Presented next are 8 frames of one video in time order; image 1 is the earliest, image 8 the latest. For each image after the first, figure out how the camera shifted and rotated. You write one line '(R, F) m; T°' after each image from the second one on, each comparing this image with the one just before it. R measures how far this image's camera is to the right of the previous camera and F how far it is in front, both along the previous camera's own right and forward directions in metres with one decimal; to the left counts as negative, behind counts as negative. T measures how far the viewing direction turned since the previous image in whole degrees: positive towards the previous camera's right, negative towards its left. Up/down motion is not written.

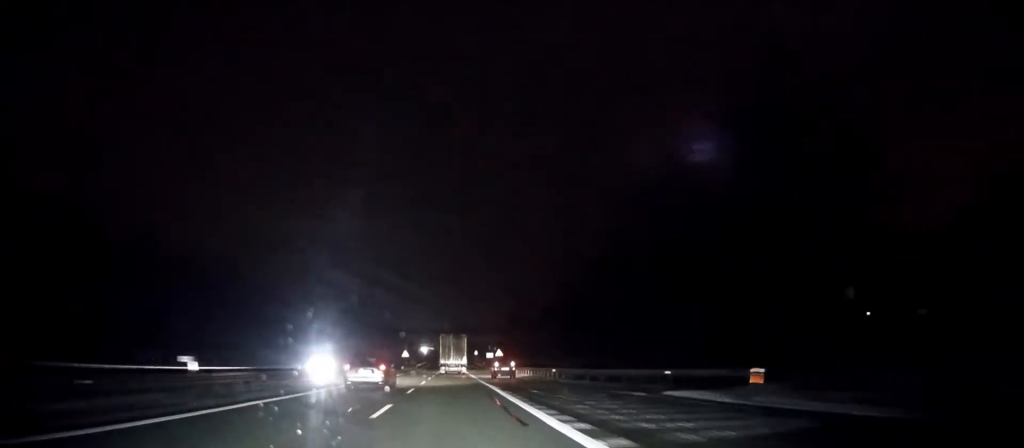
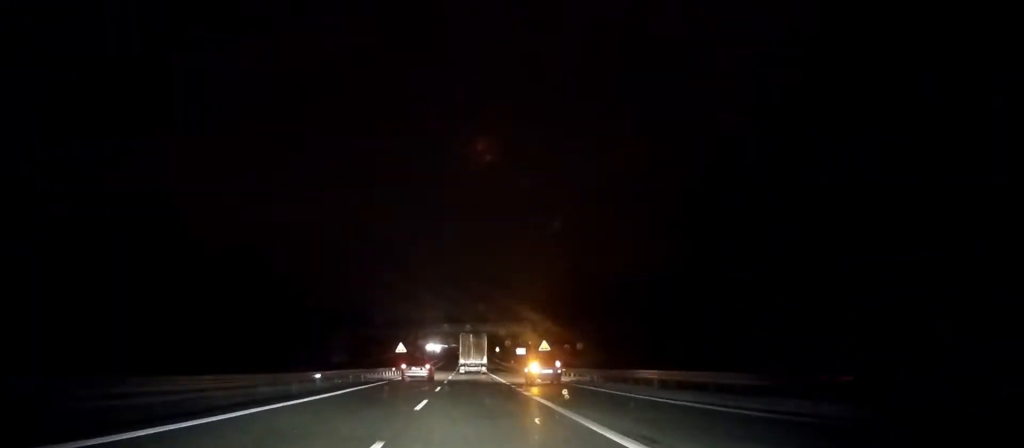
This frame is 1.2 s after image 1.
(+0.1, +30.7) m; 0°
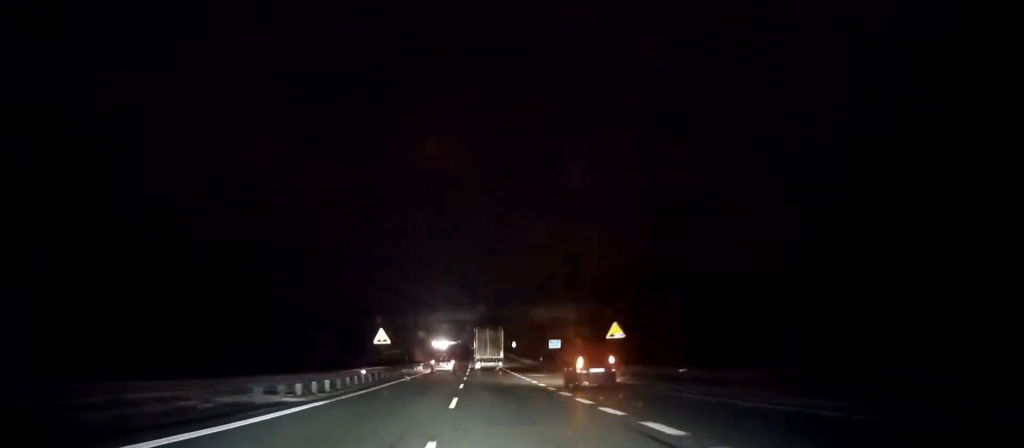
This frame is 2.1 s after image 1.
(-0.1, +22.7) m; -1°
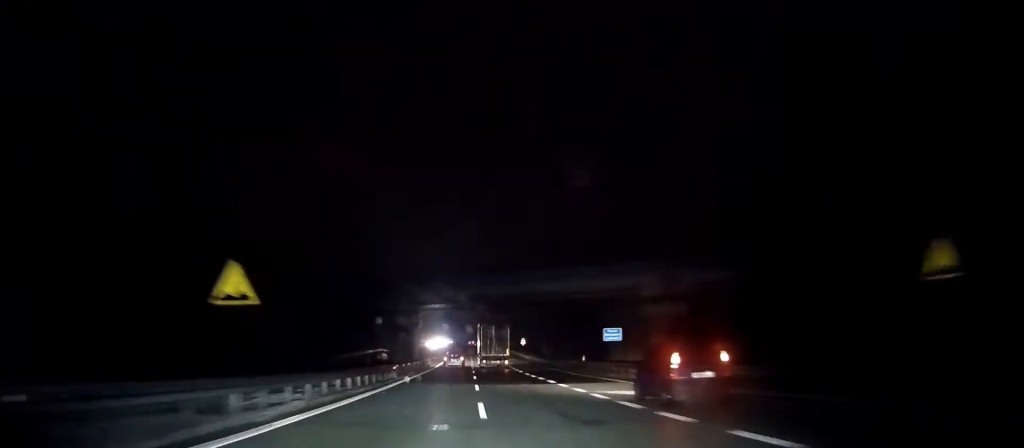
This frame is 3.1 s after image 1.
(-0.3, +25.6) m; -1°
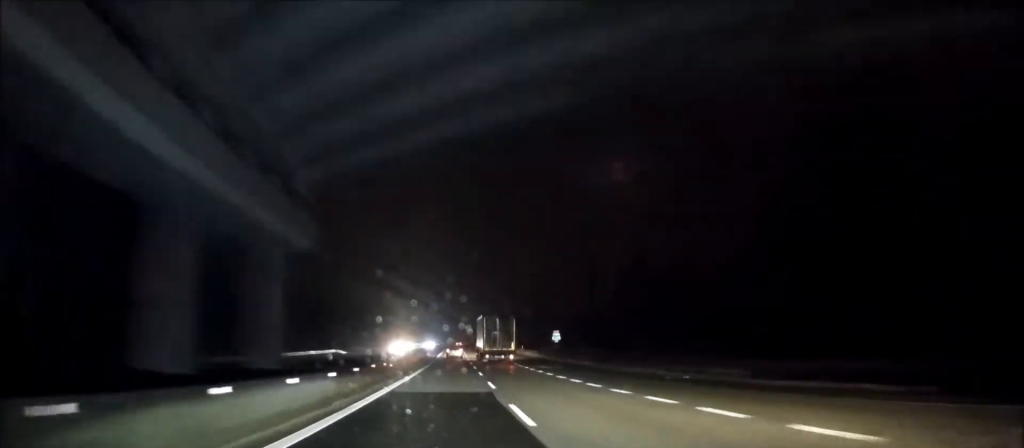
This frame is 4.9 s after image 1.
(0.0, +47.4) m; 0°
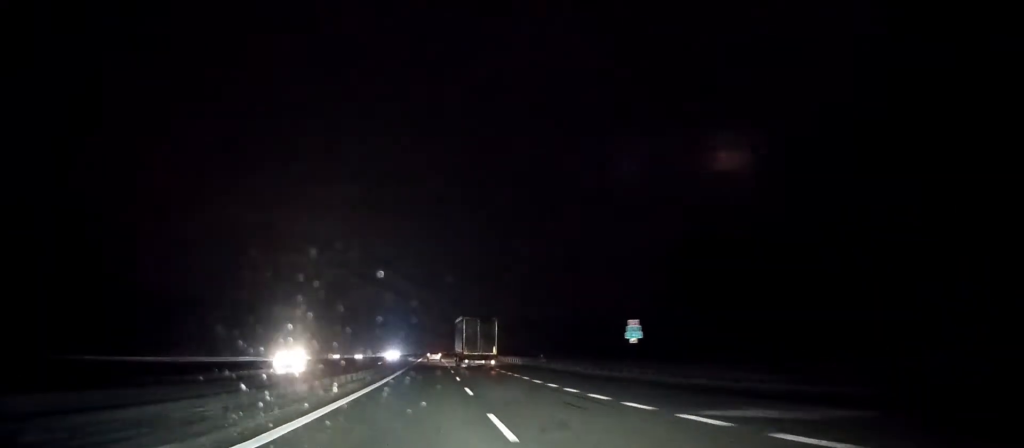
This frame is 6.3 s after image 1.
(+0.2, +35.8) m; +1°
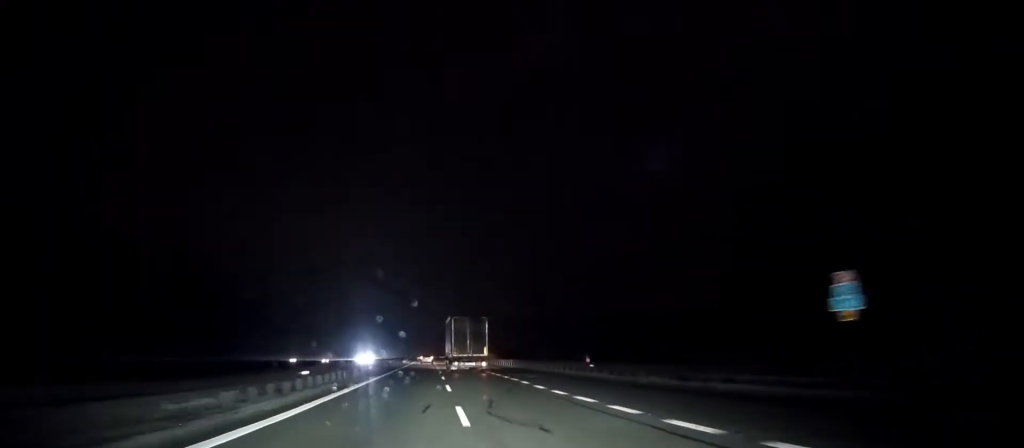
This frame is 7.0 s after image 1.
(+0.2, +20.8) m; +1°
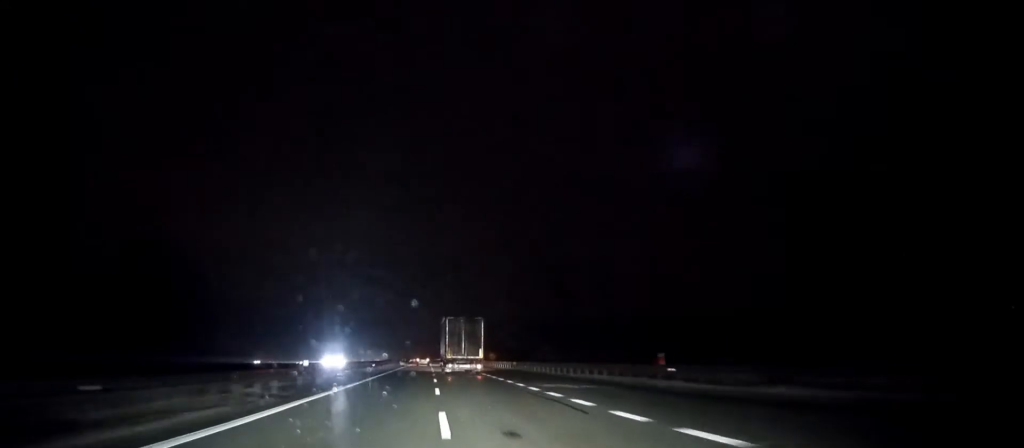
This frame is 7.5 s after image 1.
(0.0, +13.6) m; 0°
